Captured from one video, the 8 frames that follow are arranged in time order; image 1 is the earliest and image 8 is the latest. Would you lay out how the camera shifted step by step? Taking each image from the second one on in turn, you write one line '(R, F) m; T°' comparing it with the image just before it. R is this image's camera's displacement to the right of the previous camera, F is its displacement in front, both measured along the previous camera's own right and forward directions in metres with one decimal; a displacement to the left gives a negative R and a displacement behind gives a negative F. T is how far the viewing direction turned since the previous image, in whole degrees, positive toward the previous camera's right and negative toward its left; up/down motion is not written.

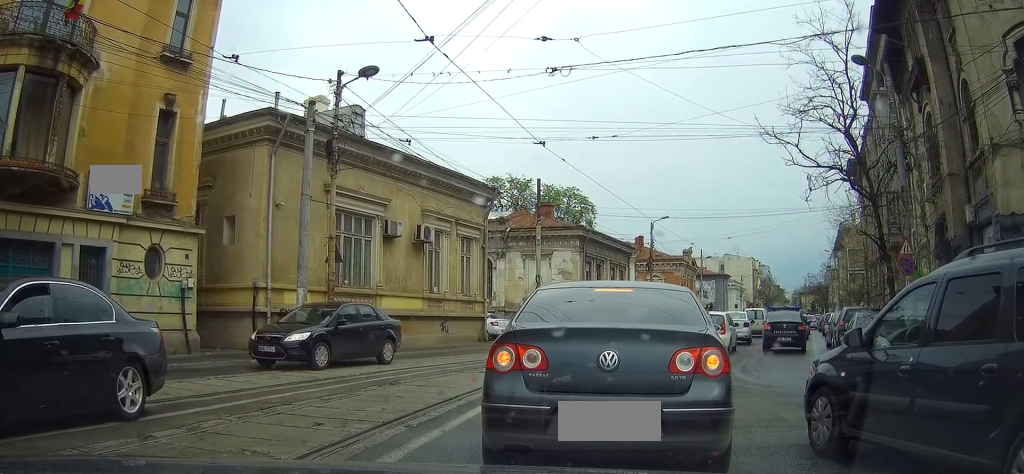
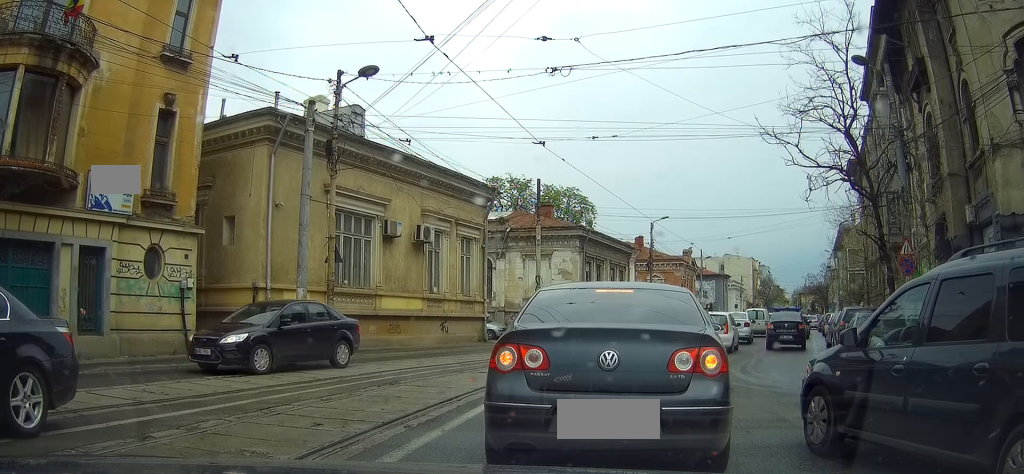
(0.0, +0.1) m; 0°
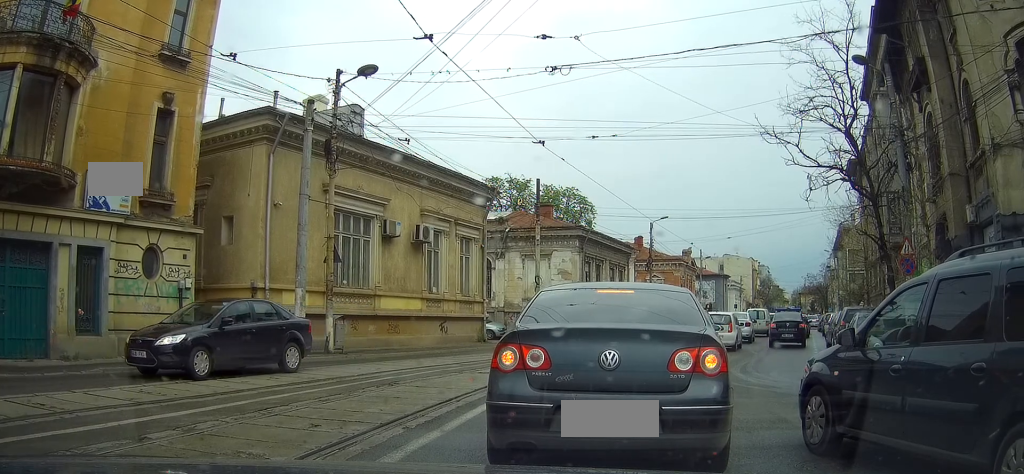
(0.0, +0.1) m; 0°
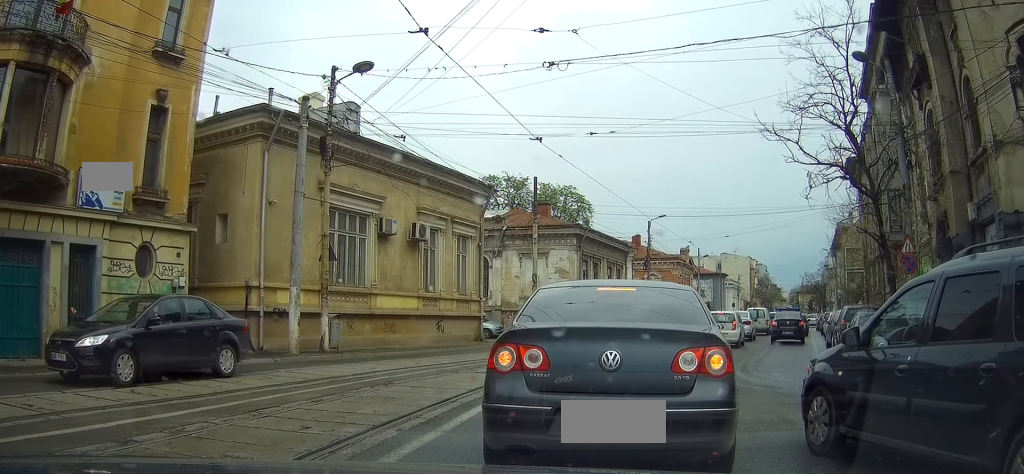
(0.0, +0.1) m; 0°
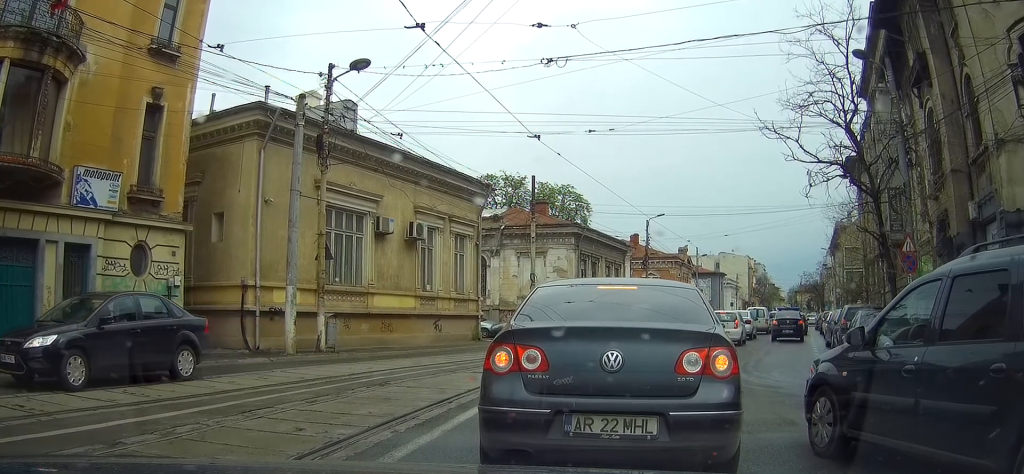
(0.0, +0.1) m; 0°
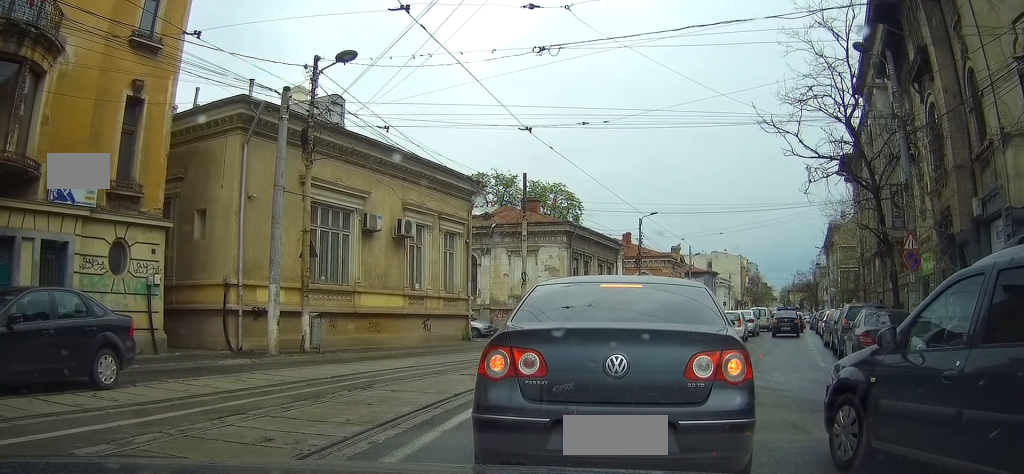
(+0.1, +0.4) m; 0°
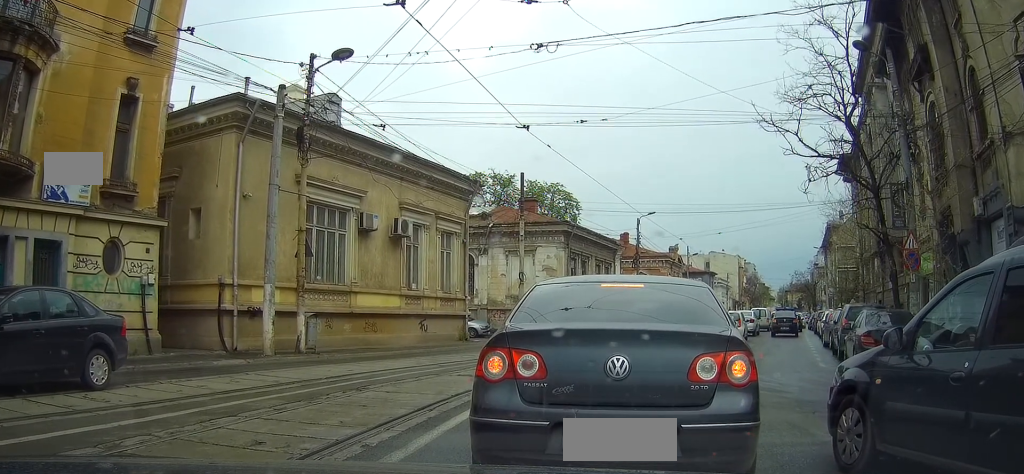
(0.0, +0.1) m; 0°
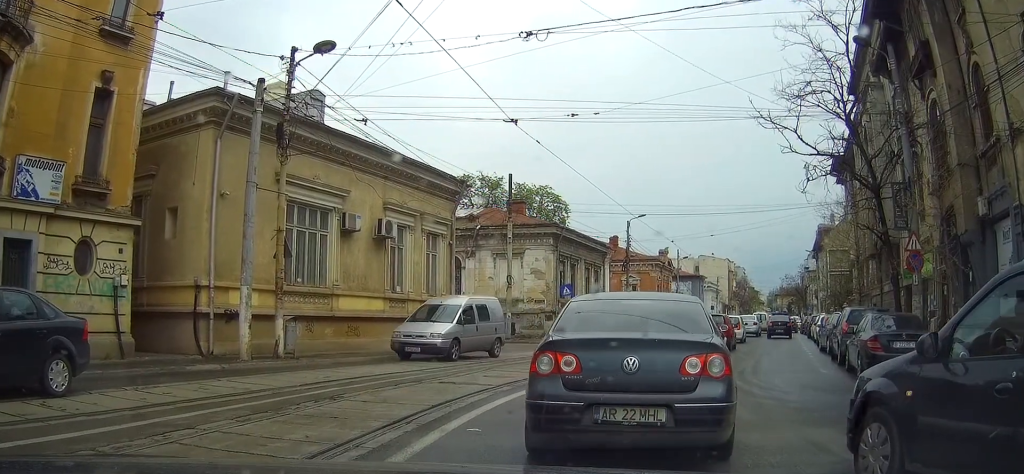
(+0.1, +1.3) m; 0°
